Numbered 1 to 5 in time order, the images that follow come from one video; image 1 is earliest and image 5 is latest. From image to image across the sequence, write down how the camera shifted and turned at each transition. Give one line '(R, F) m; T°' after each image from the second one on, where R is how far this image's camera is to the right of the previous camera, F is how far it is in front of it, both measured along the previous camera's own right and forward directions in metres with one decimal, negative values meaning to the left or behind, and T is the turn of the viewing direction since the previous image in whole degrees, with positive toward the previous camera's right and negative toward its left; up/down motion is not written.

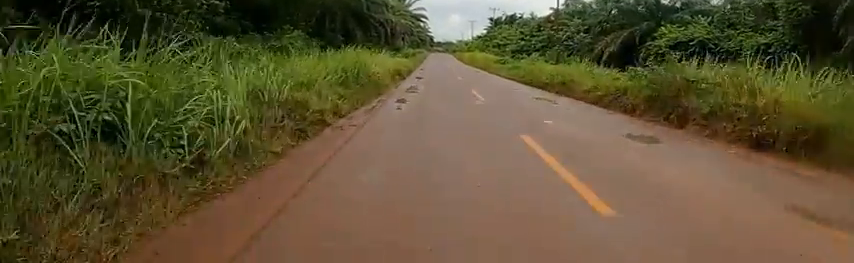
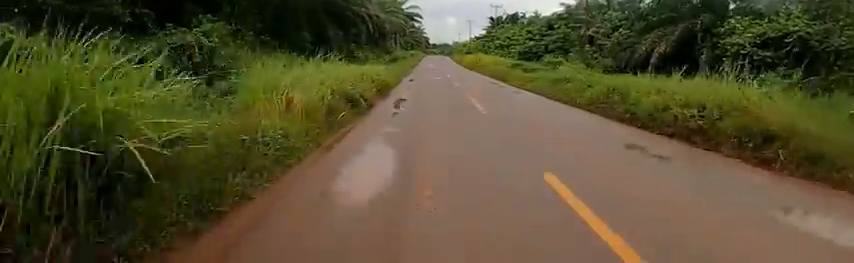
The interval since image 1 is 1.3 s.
(0.0, +10.8) m; 0°
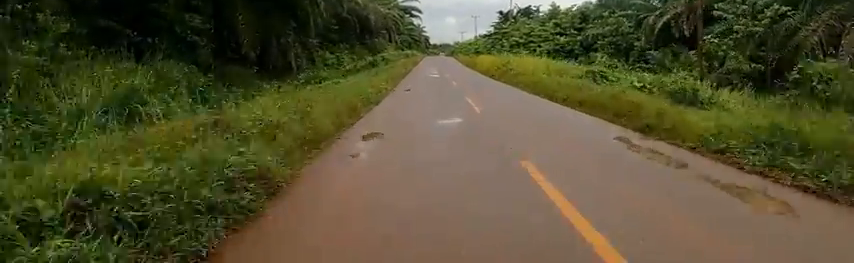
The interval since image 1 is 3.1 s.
(0.0, +15.9) m; 0°
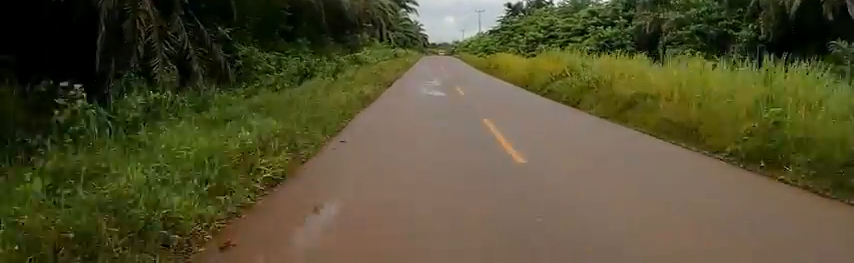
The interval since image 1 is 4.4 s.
(0.0, +14.7) m; 0°
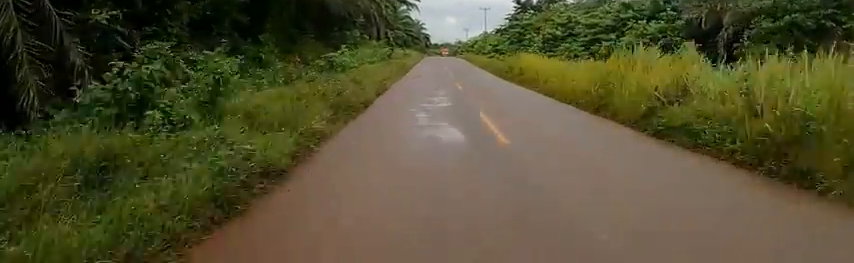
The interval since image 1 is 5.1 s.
(0.0, +7.5) m; 0°
